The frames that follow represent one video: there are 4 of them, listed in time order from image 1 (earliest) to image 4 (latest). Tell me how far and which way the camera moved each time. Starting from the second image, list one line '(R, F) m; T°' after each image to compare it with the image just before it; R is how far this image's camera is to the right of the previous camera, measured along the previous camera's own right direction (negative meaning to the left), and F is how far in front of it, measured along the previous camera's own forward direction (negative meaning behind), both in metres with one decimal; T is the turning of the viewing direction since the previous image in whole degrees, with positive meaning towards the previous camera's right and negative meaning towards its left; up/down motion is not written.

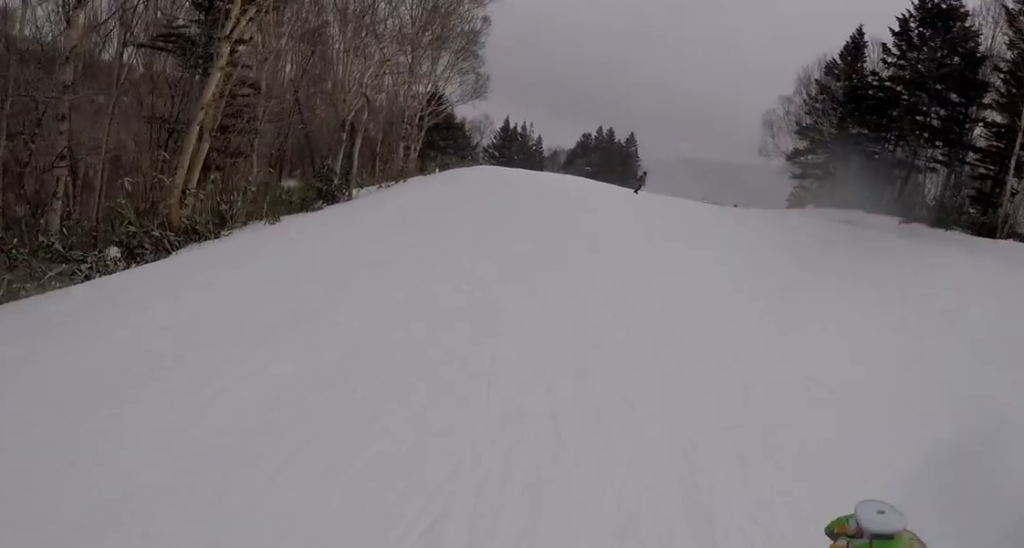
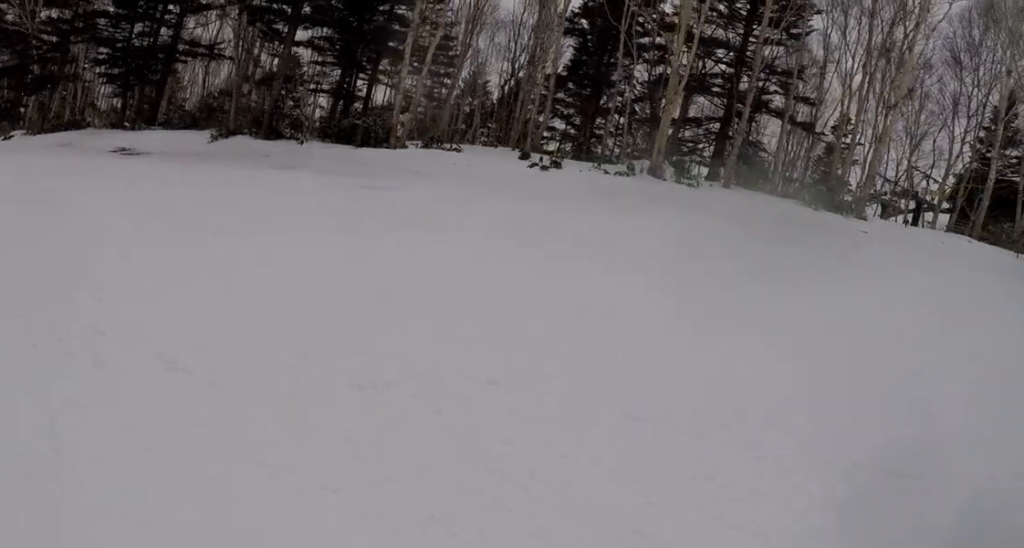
(+2.4, +14.8) m; +12°
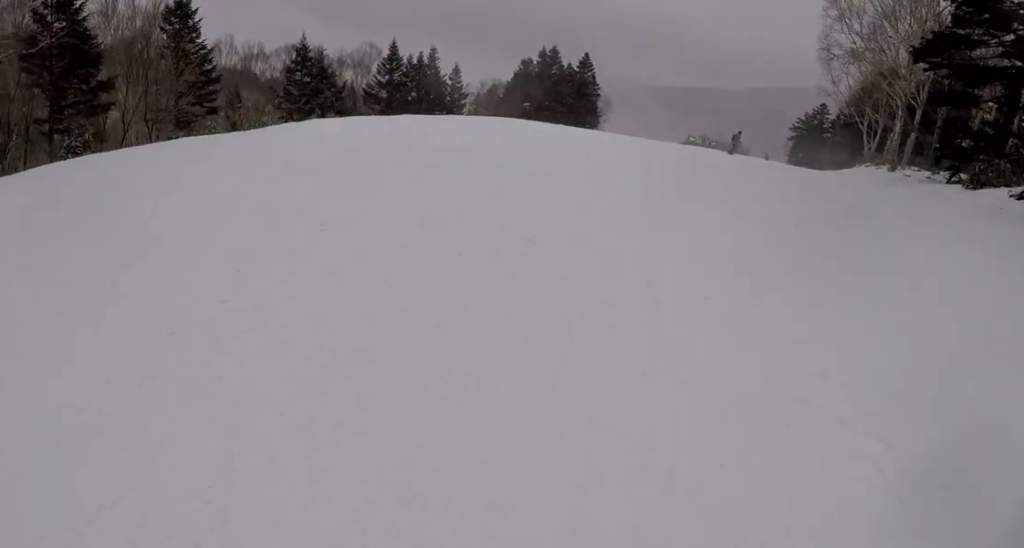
(+0.5, +14.3) m; -2°
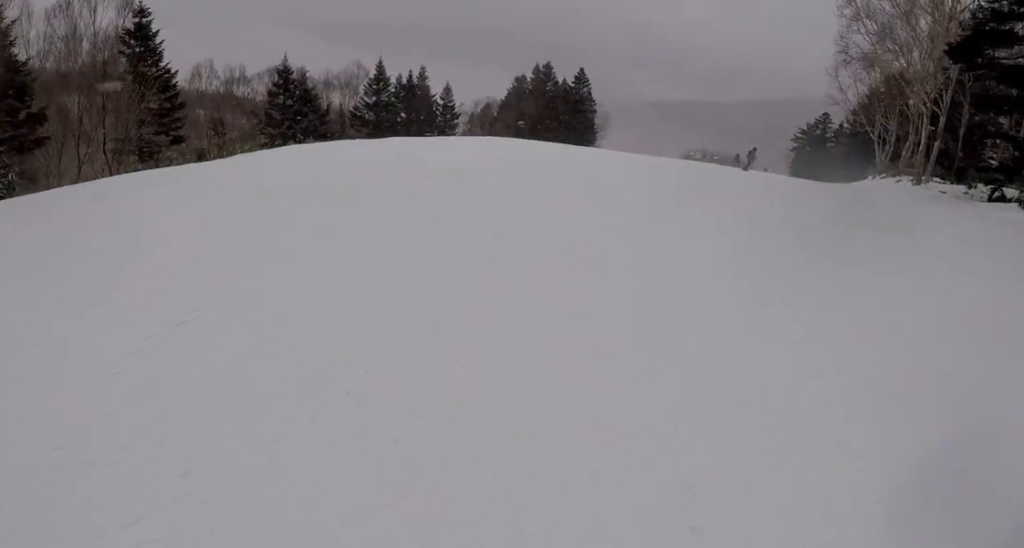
(0.0, +2.9) m; -4°
